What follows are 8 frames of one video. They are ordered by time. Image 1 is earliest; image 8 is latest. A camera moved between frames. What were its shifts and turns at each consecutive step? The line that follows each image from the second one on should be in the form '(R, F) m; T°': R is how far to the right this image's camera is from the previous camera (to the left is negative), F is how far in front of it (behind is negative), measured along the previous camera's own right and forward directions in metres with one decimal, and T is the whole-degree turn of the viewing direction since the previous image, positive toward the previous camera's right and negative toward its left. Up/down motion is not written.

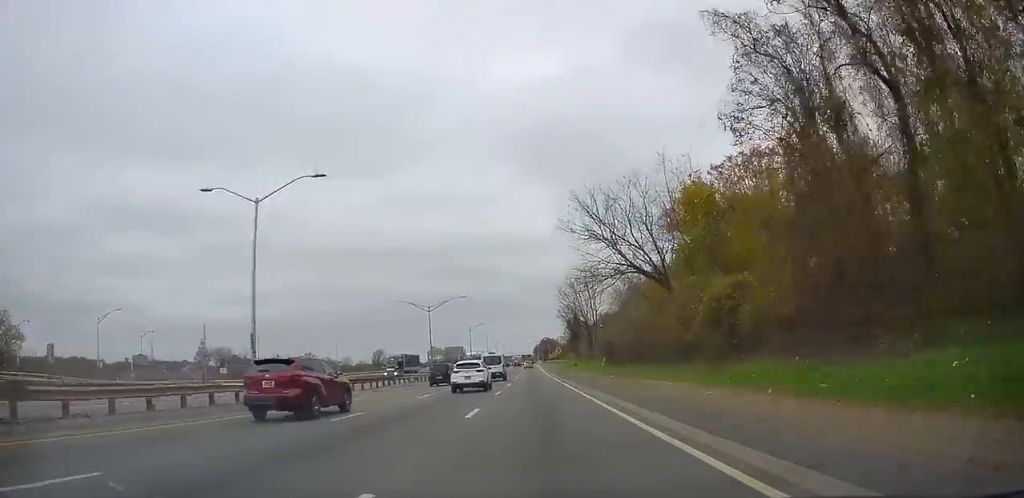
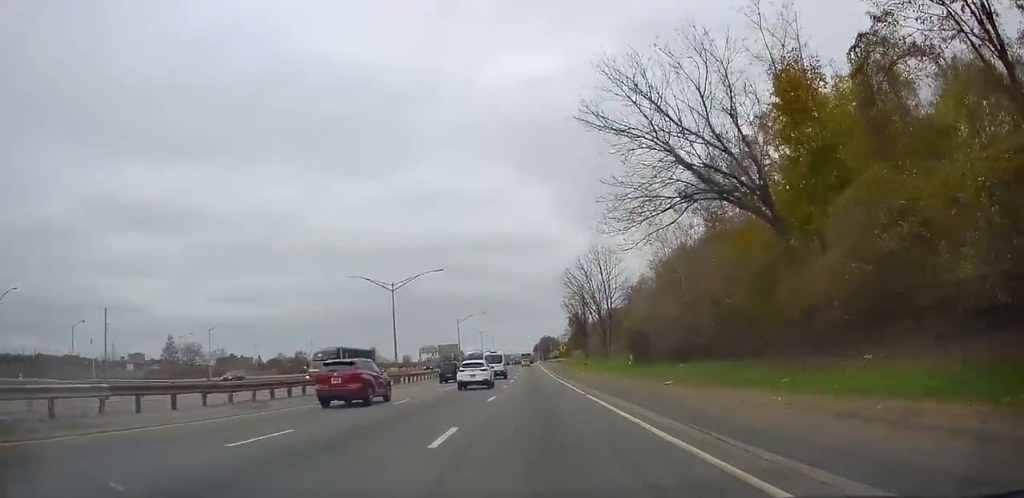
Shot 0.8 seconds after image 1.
(-0.1, +18.2) m; 0°
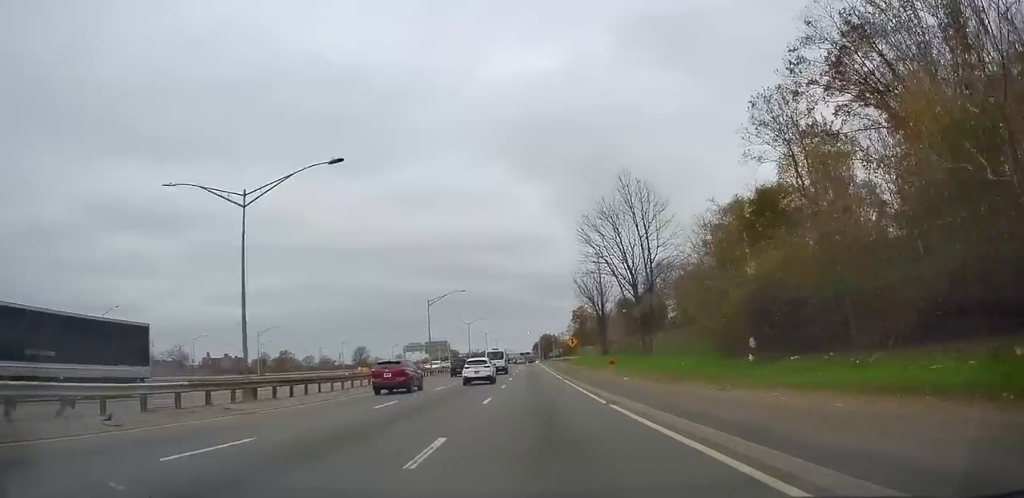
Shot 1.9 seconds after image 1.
(0.0, +27.1) m; +1°
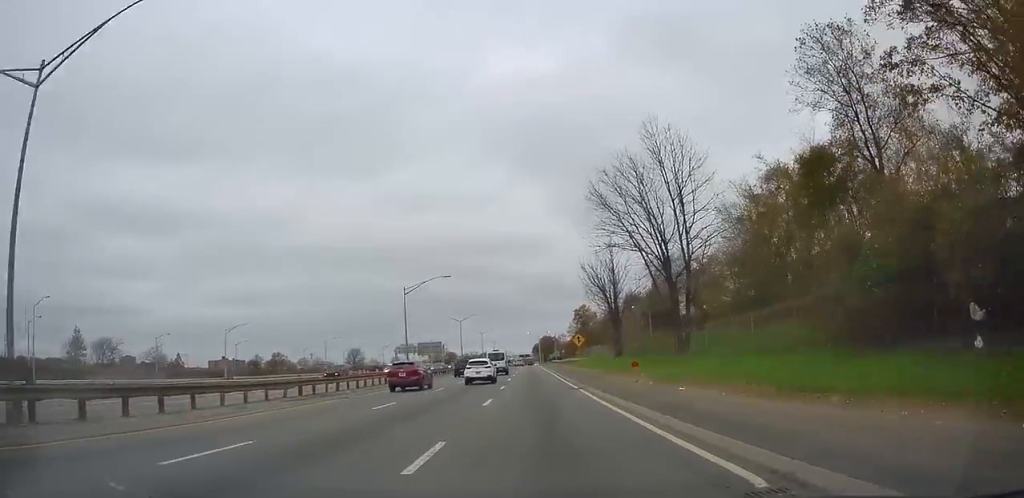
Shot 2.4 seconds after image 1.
(+0.1, +12.5) m; +1°
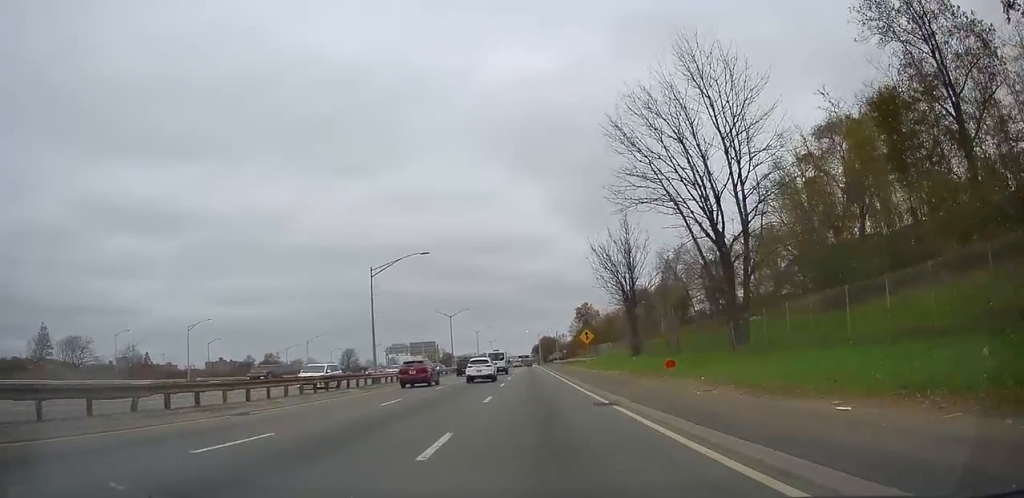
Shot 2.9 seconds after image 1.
(+0.3, +11.3) m; 0°
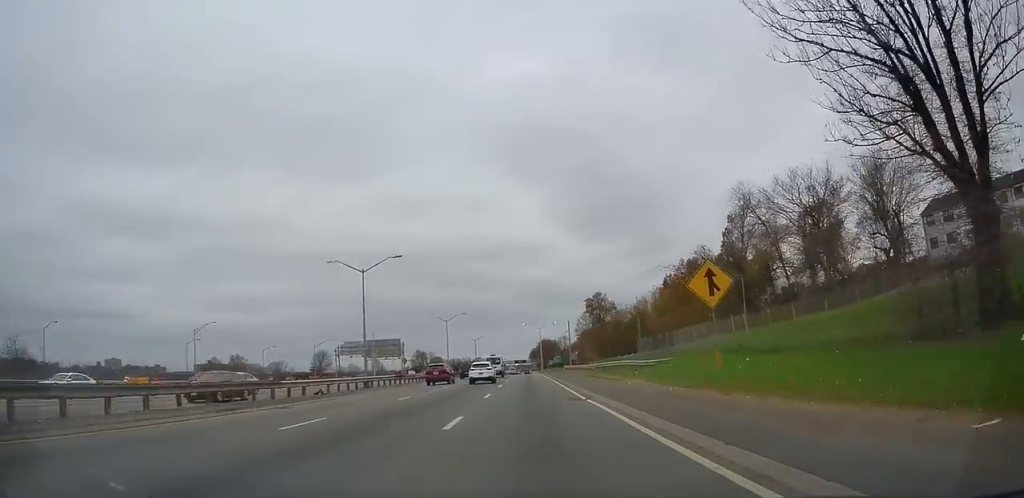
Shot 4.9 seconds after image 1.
(-0.5, +44.8) m; -1°
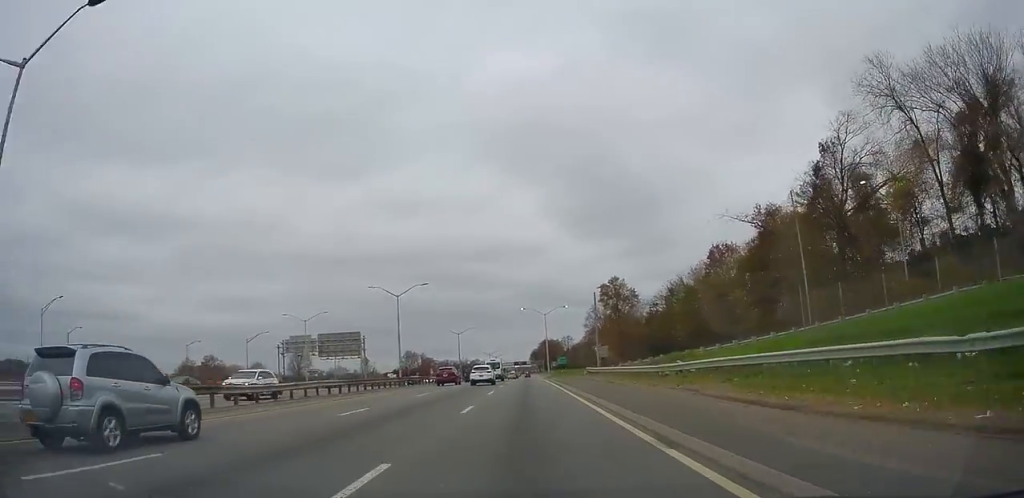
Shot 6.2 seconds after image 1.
(-0.1, +32.0) m; +1°
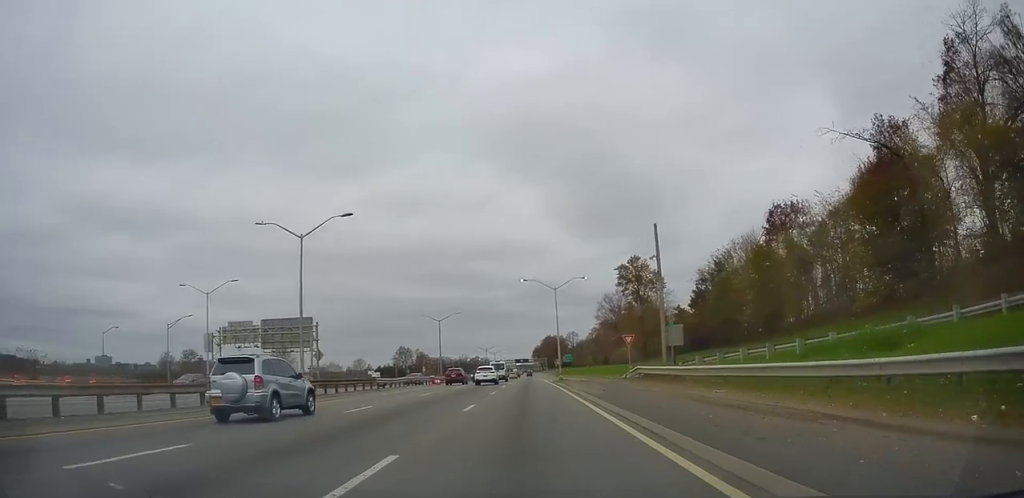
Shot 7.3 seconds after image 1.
(+0.5, +23.8) m; 0°
